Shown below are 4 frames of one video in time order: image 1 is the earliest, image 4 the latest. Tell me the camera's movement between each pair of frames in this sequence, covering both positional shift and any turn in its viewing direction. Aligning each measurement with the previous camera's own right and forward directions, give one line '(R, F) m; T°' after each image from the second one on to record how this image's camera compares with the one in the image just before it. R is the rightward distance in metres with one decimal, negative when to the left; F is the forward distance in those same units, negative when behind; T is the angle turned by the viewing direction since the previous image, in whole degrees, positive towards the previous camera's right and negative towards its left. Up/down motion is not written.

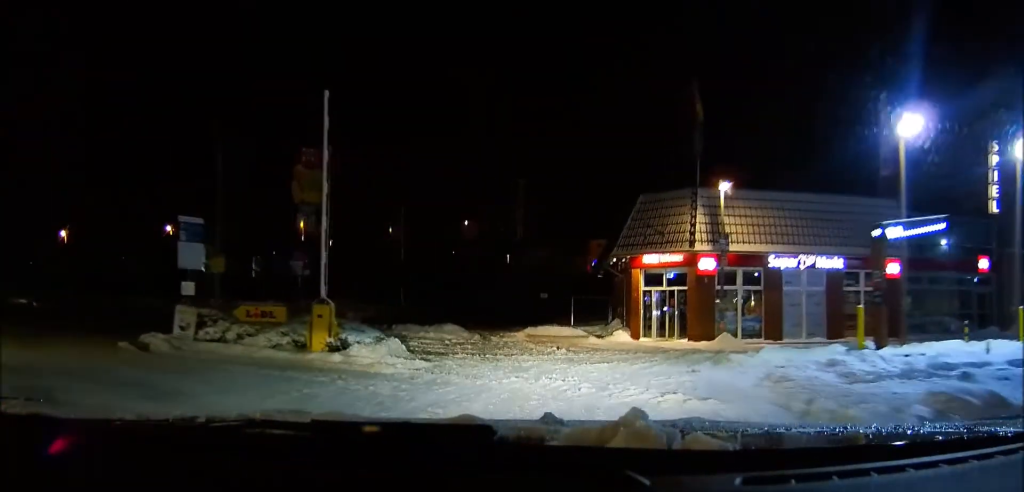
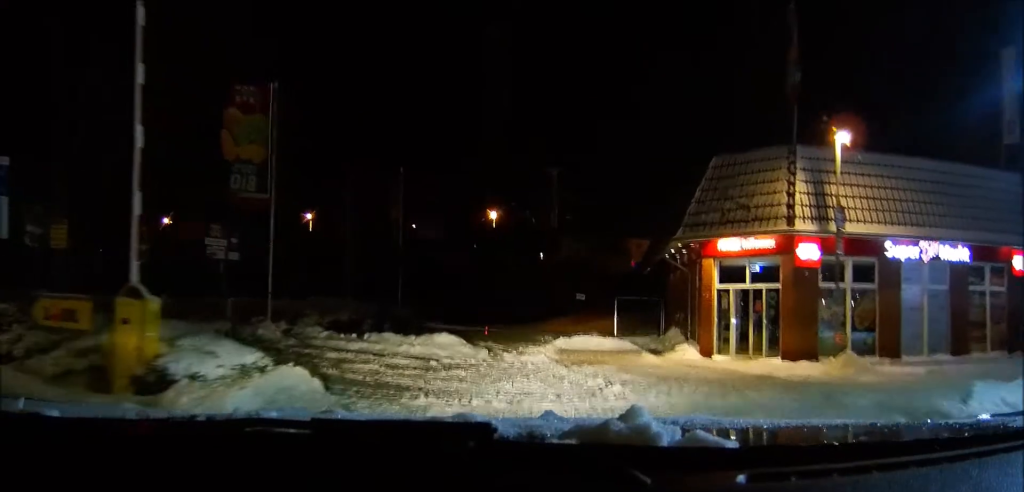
(+0.1, +8.7) m; +4°
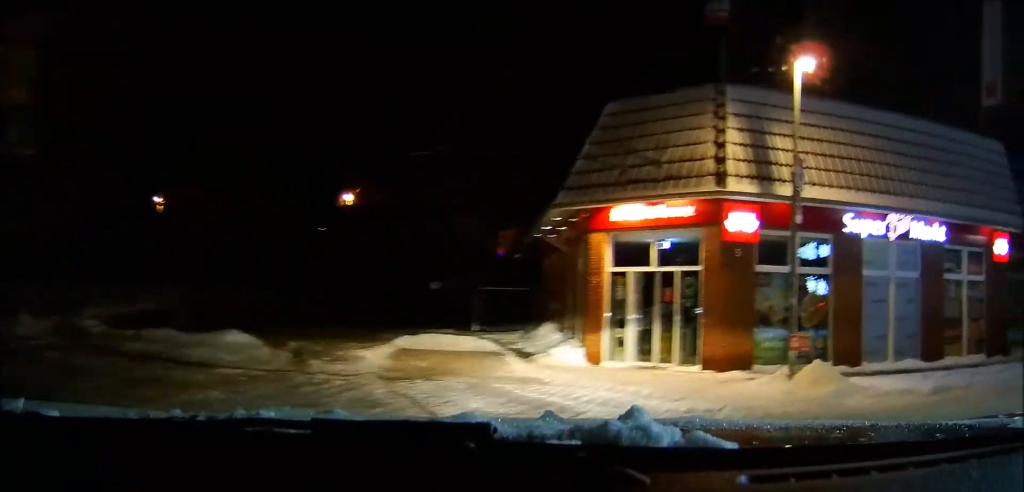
(+0.8, +5.0) m; +24°
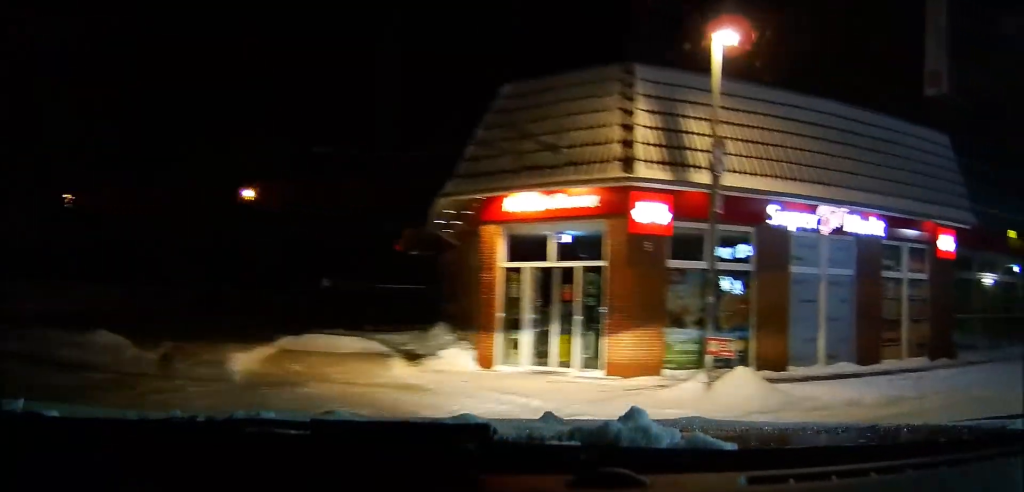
(+0.1, +1.3) m; +9°
